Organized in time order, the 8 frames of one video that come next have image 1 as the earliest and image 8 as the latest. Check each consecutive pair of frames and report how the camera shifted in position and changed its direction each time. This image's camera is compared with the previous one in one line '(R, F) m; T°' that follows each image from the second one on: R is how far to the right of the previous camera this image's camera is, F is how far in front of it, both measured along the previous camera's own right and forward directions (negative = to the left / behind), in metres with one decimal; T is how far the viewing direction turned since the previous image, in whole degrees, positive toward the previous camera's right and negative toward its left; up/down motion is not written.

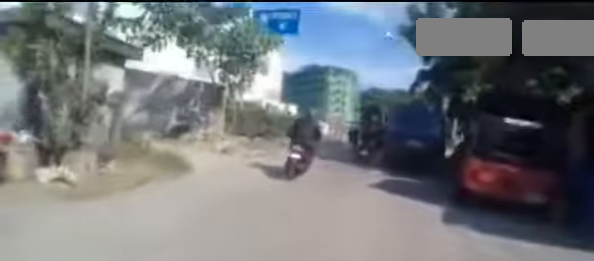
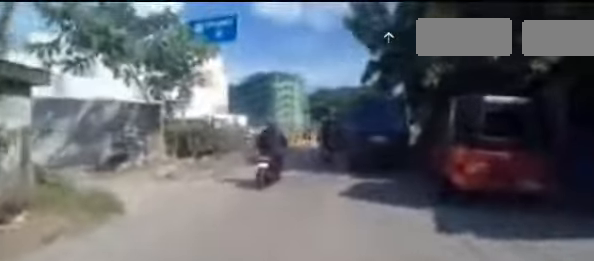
(+0.1, +1.0) m; +2°
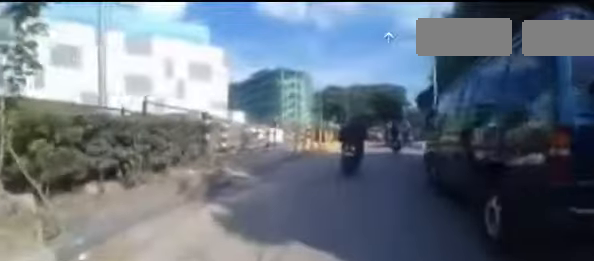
(-0.6, +6.2) m; 0°
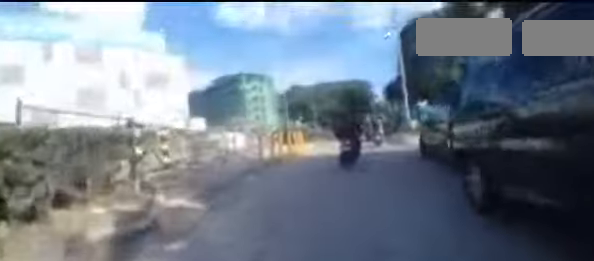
(+0.3, +2.4) m; +3°
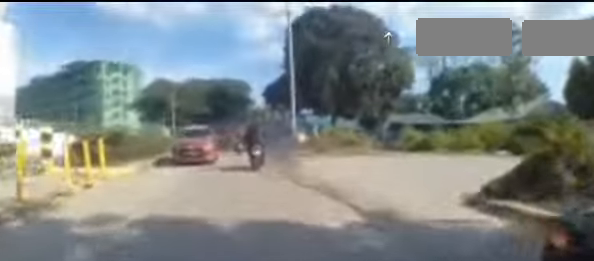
(+1.1, +9.3) m; +15°
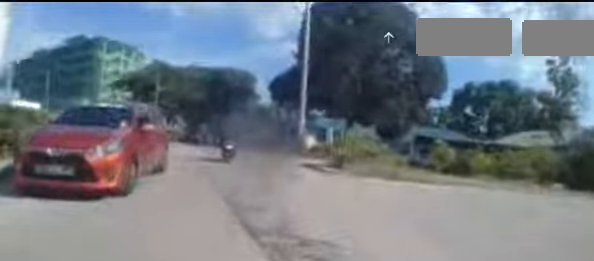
(+0.2, +6.0) m; -1°
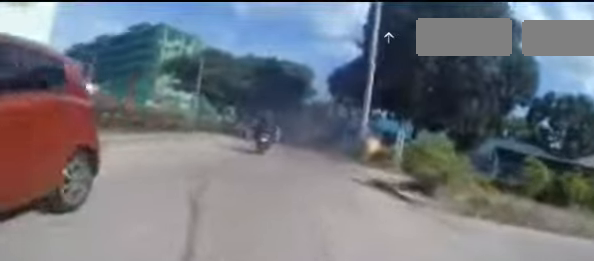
(-0.1, +3.9) m; -5°
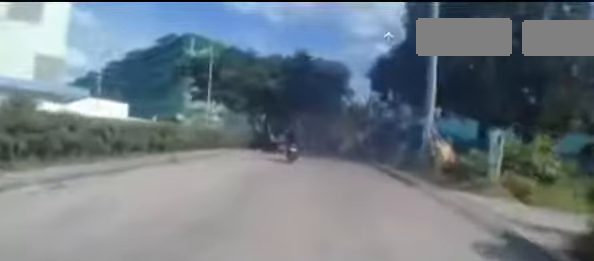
(-0.3, +5.3) m; -7°
